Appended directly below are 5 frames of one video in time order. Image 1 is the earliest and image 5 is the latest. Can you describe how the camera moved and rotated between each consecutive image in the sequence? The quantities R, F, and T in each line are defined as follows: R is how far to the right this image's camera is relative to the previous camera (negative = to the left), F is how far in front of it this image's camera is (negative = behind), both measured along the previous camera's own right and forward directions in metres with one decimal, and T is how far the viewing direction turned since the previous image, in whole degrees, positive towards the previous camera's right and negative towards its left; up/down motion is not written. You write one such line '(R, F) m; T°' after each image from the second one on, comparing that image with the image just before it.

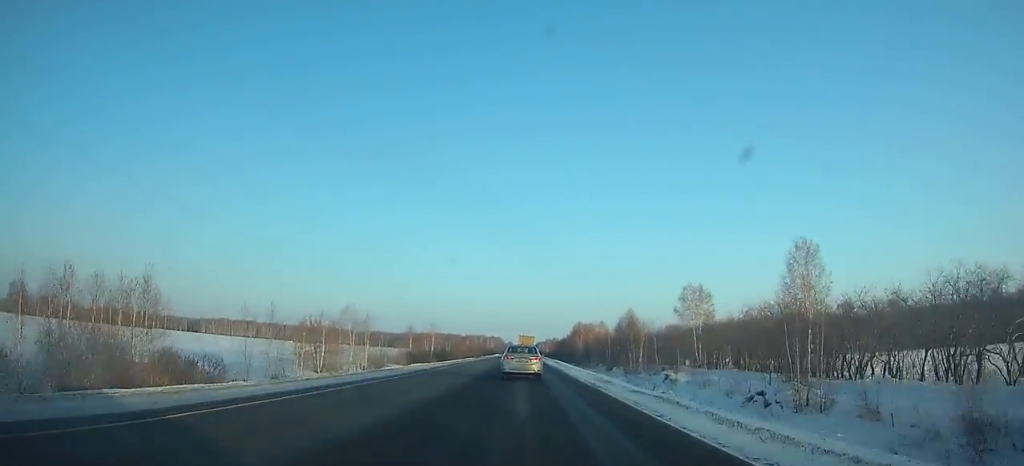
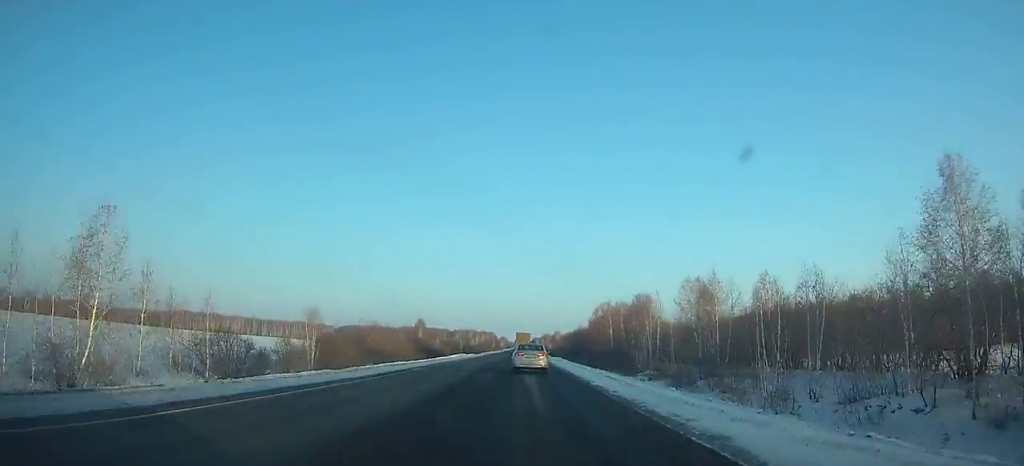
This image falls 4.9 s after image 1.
(+0.9, +104.6) m; +1°
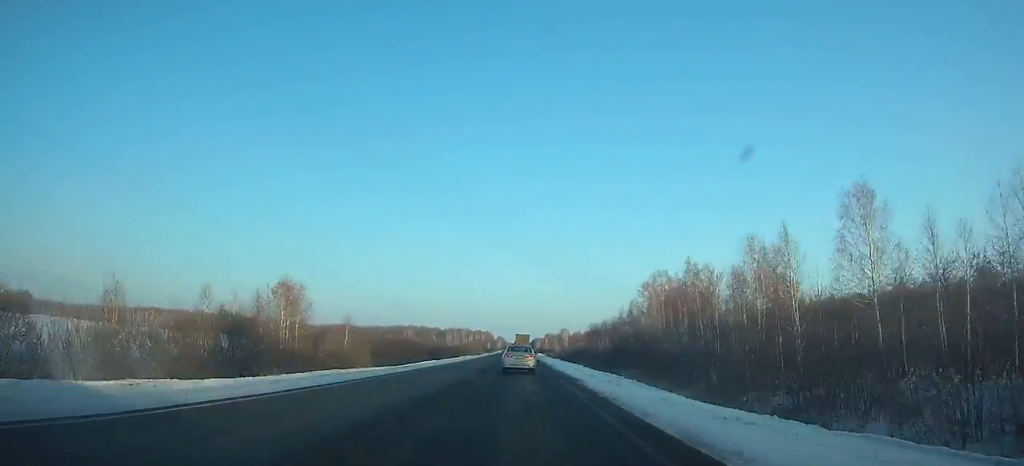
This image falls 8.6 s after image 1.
(0.0, +82.2) m; 0°
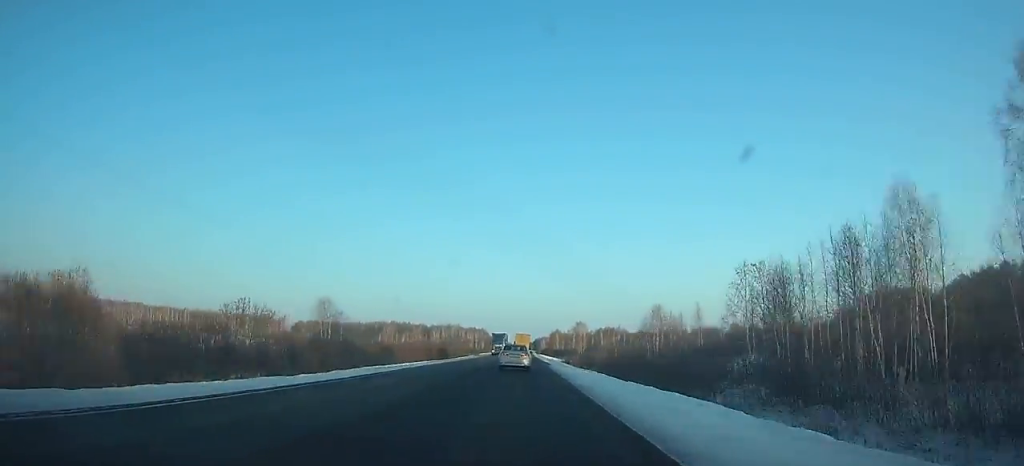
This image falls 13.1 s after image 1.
(-0.1, +103.6) m; 0°
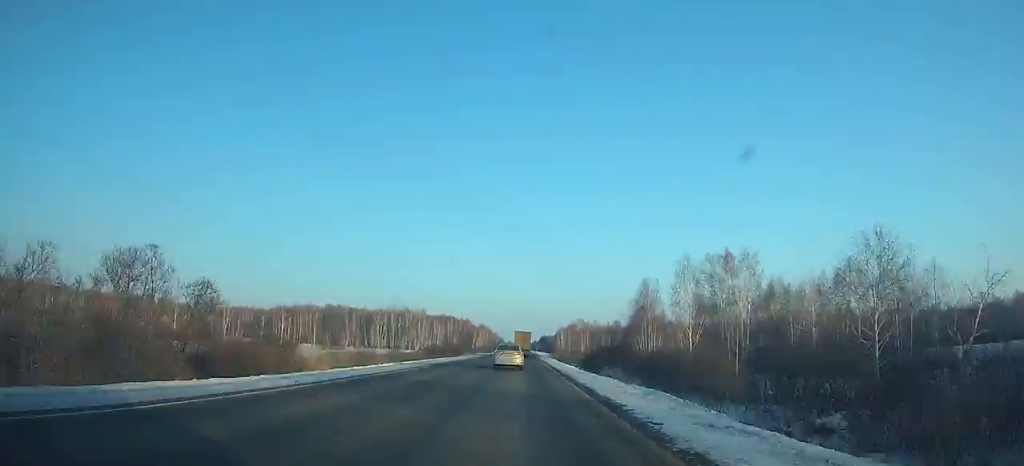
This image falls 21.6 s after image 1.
(-0.1, +207.0) m; 0°
